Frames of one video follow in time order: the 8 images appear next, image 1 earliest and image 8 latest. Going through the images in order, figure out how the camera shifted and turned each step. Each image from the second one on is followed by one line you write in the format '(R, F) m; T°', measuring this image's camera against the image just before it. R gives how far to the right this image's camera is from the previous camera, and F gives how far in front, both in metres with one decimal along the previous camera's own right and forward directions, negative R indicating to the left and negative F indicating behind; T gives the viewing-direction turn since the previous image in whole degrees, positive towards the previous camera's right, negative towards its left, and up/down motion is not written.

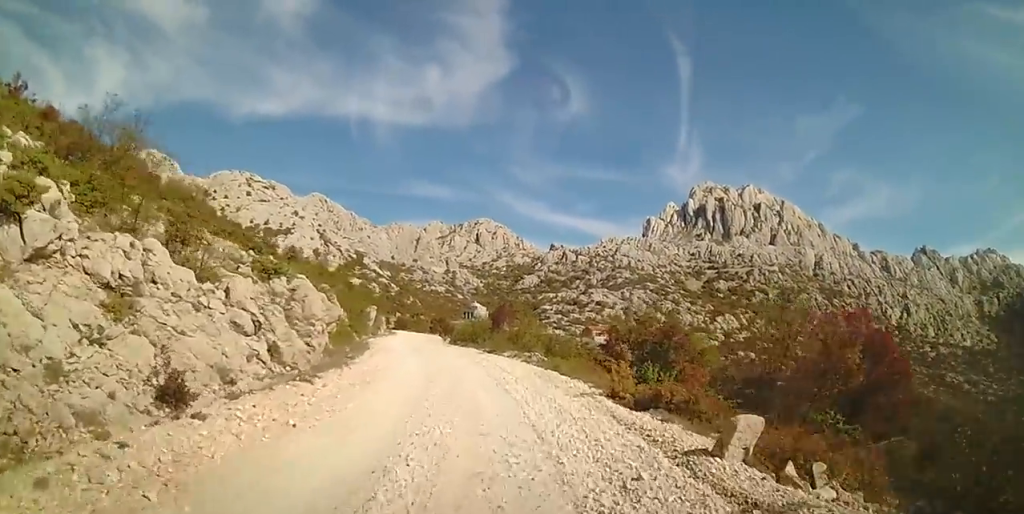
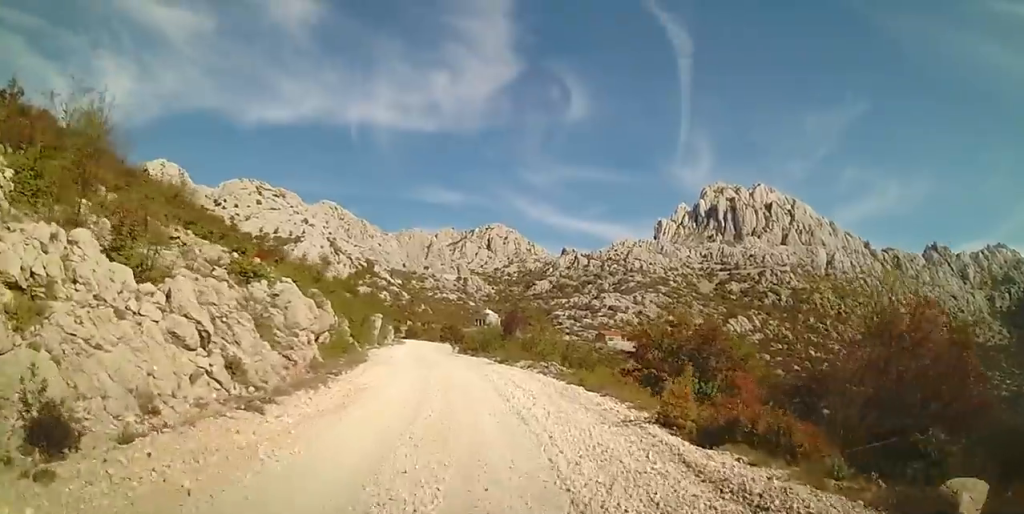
(0.0, +2.8) m; 0°
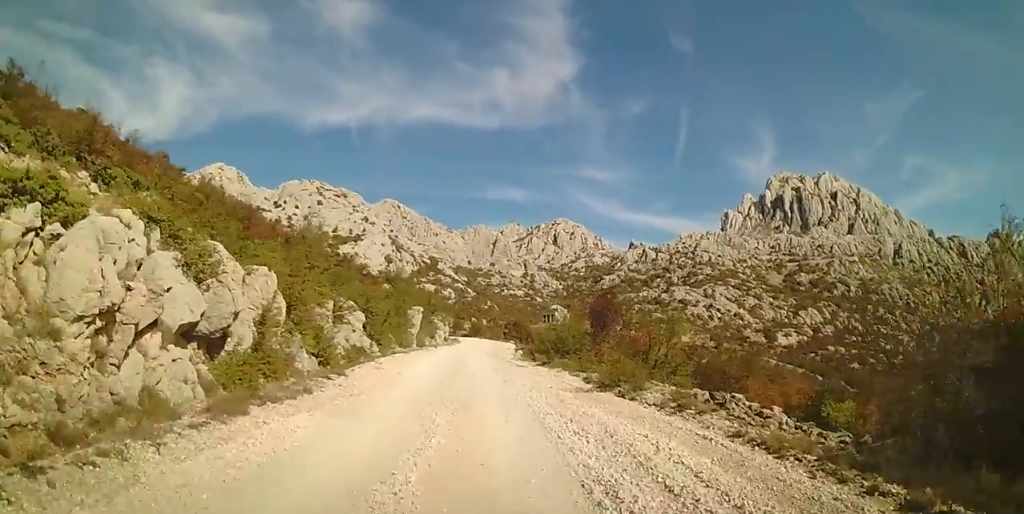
(-0.2, +12.9) m; -5°
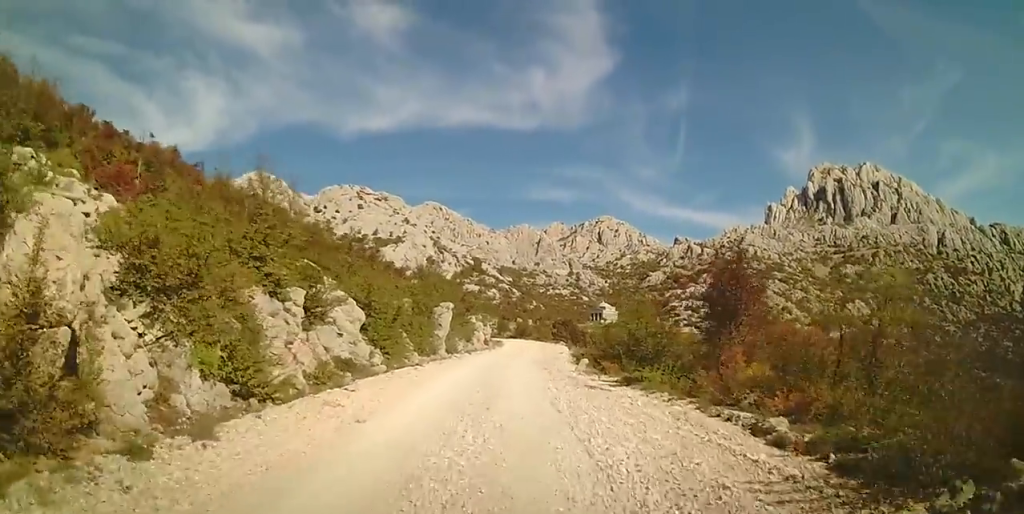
(0.0, +8.3) m; 0°
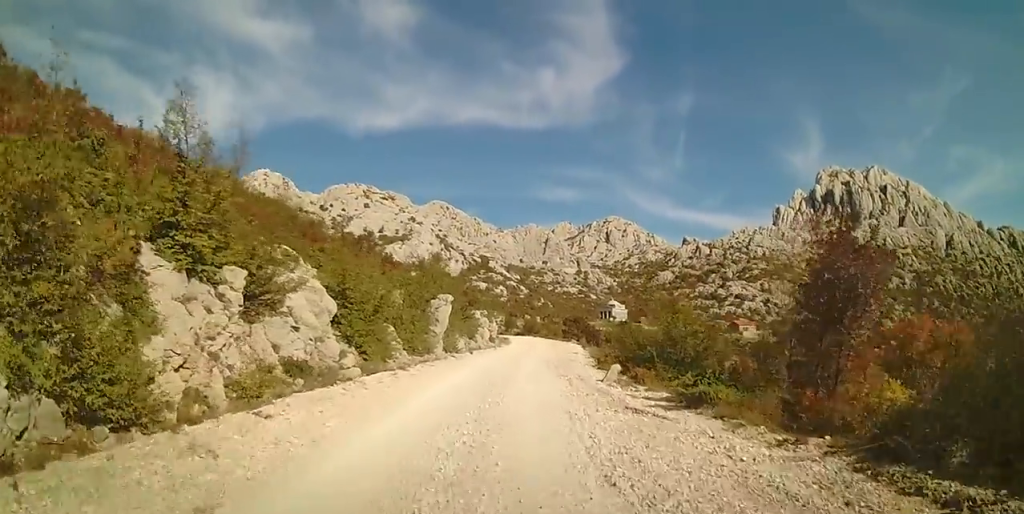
(0.0, +4.2) m; -1°
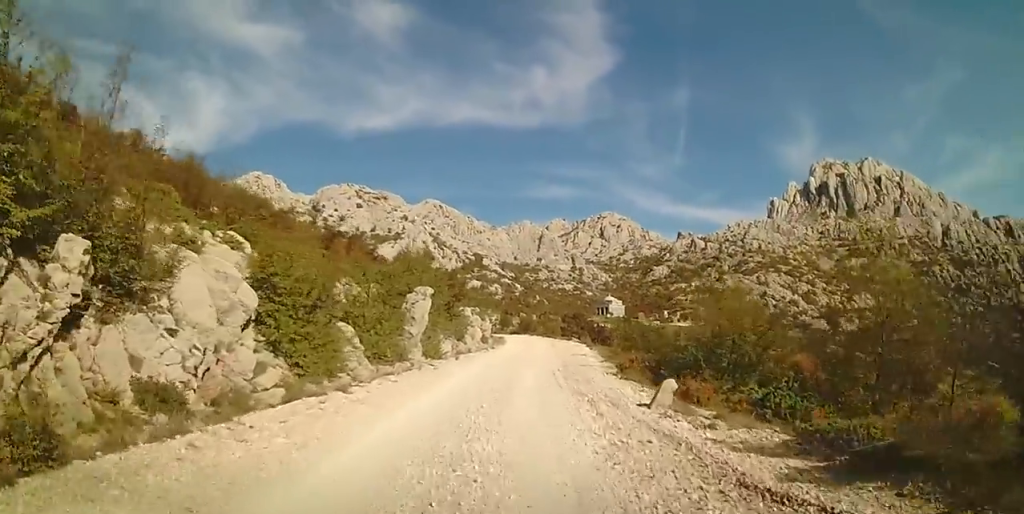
(-0.2, +4.9) m; -2°
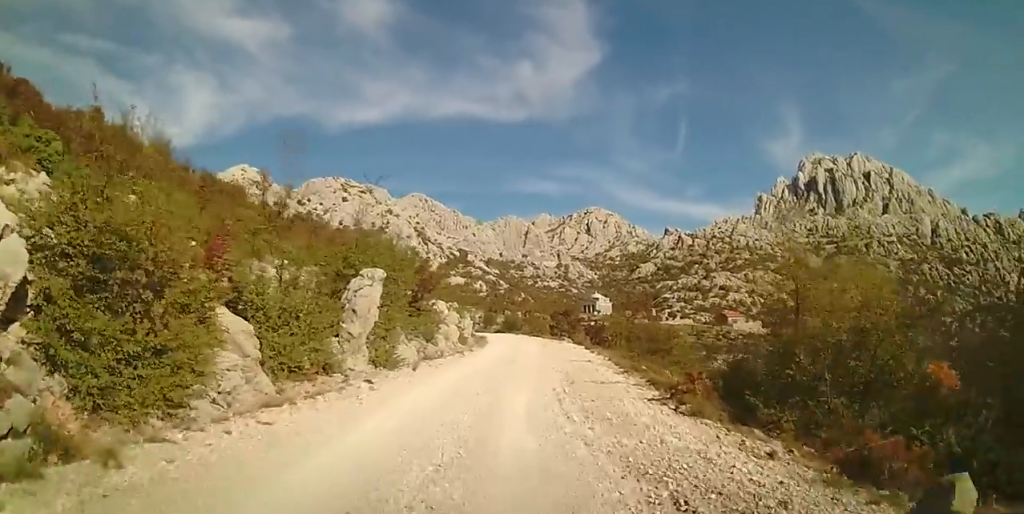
(0.0, +6.1) m; +1°
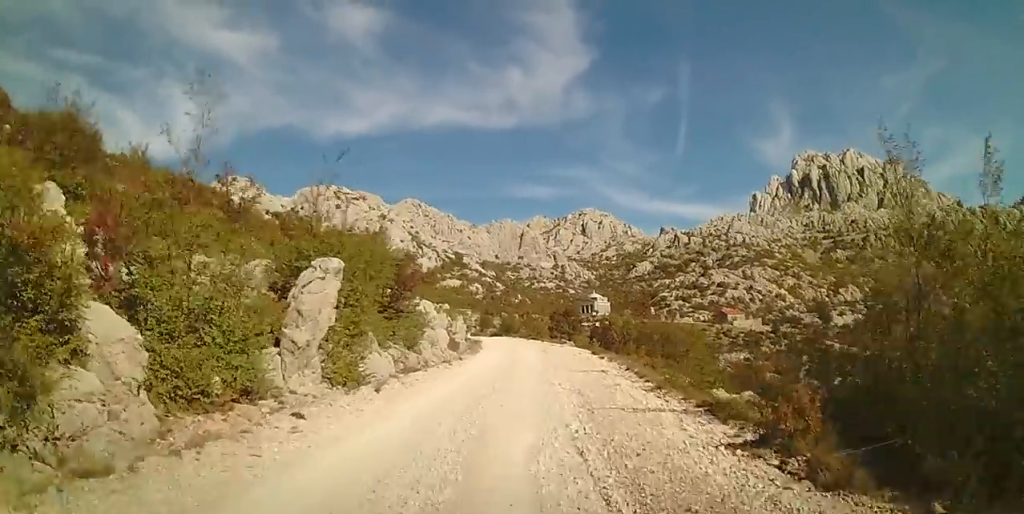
(+0.1, +3.7) m; -1°
